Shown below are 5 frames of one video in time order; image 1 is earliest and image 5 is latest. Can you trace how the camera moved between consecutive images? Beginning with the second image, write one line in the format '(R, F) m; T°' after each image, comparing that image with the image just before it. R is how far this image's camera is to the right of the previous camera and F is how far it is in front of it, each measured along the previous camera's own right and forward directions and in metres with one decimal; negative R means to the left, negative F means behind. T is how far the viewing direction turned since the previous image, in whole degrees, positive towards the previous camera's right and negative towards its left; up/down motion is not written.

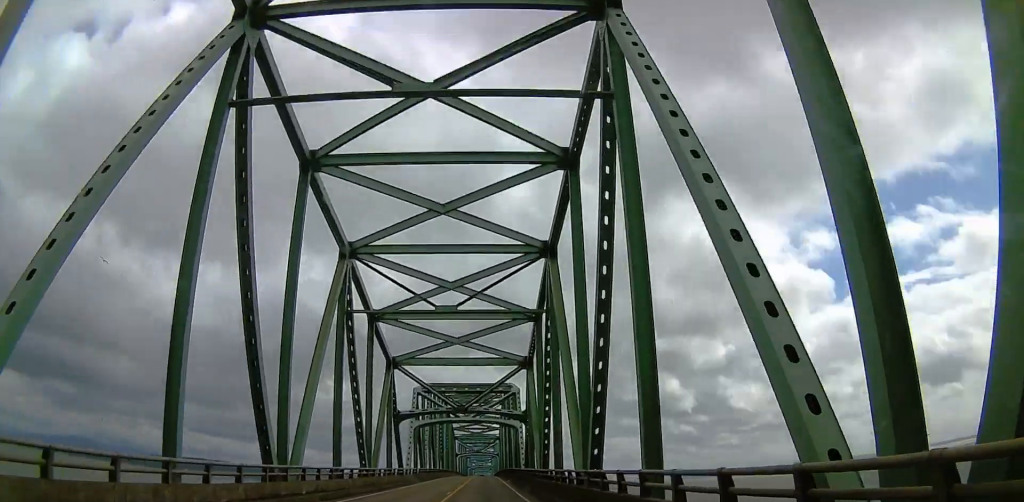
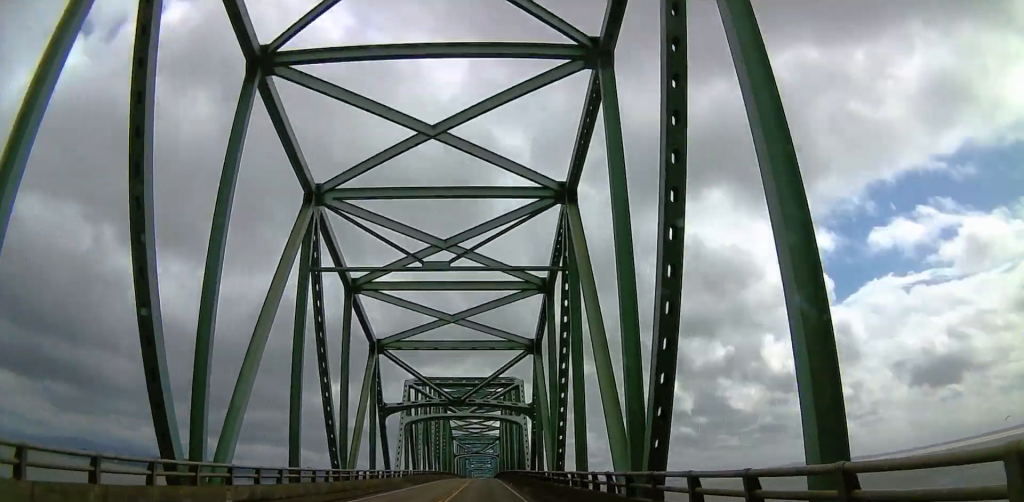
(+0.3, +7.5) m; -1°
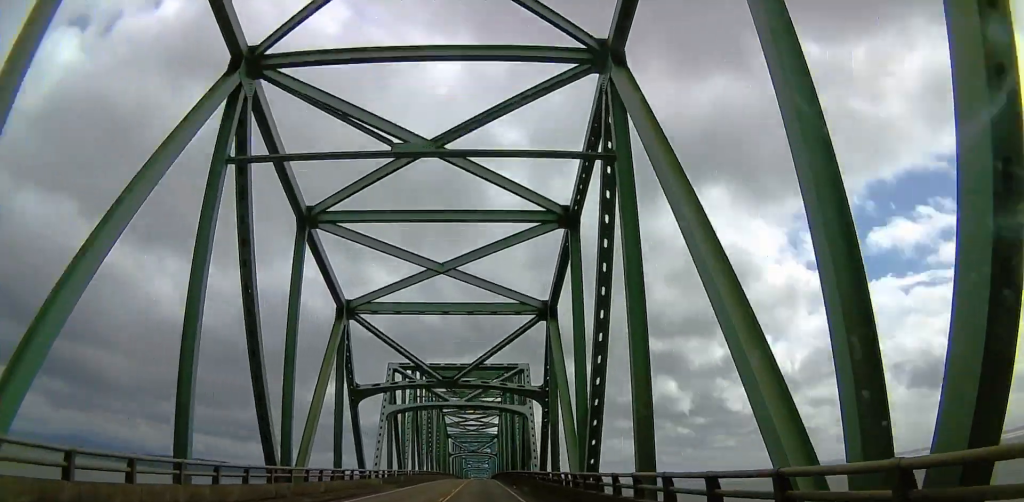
(-0.4, +9.7) m; -2°
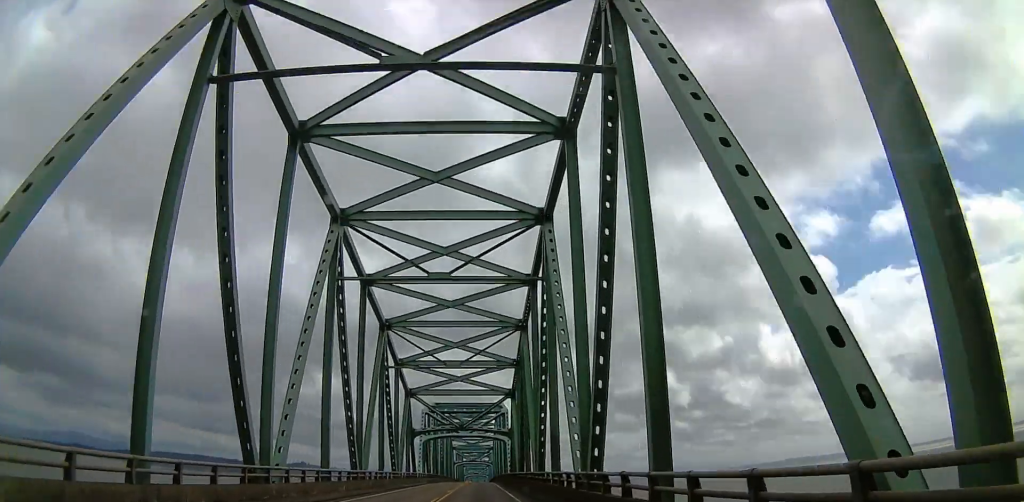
(+0.7, +74.1) m; +2°
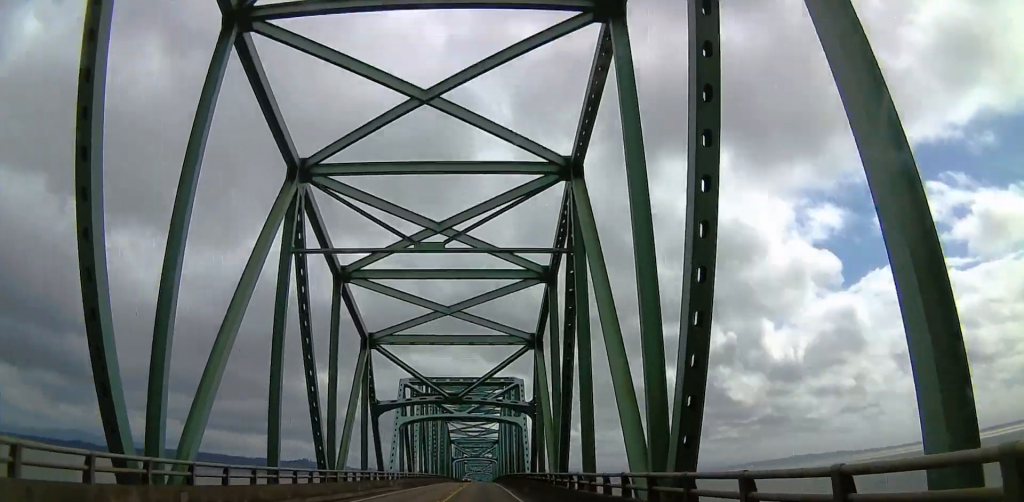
(+1.2, +26.3) m; 0°
